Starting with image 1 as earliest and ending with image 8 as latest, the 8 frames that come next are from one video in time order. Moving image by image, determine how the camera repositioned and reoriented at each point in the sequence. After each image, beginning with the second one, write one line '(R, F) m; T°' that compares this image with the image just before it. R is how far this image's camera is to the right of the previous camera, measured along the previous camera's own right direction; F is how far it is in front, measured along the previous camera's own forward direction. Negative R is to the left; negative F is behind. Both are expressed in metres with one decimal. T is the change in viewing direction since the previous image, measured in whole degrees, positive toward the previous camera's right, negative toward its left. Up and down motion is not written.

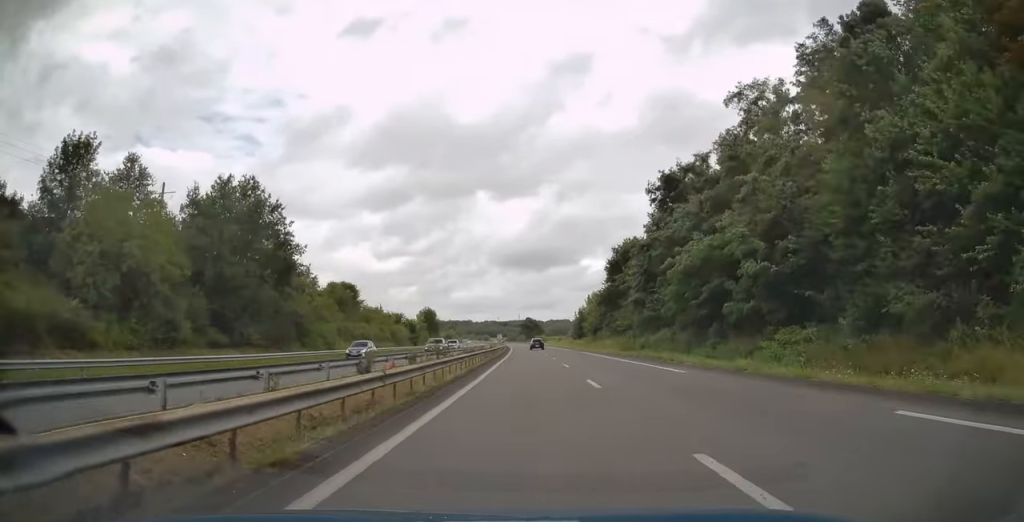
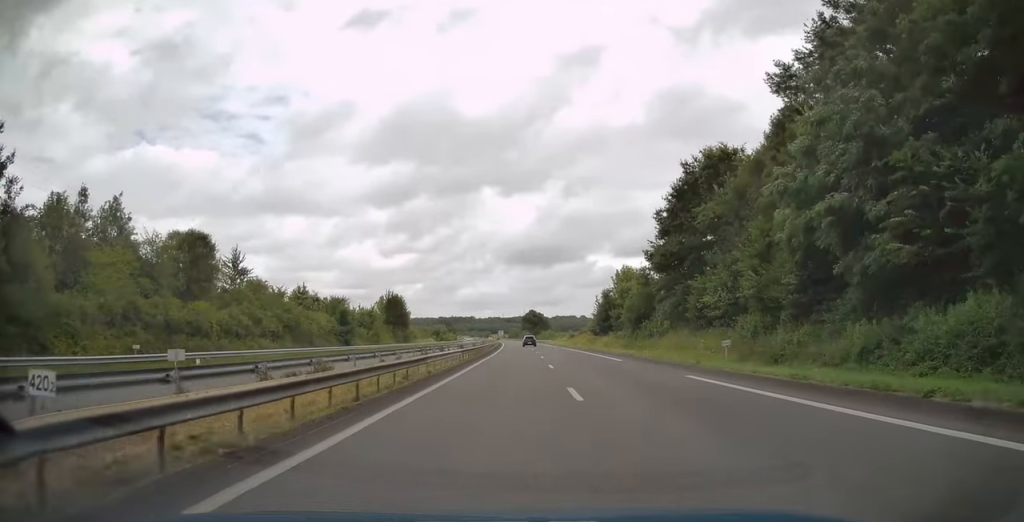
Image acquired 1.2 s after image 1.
(-0.3, +42.5) m; -1°
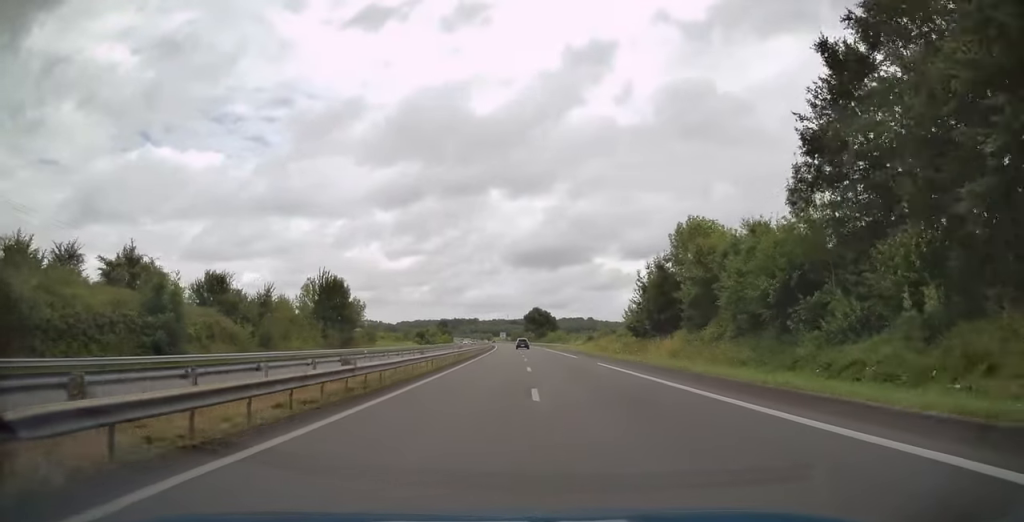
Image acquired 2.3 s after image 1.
(-0.2, +38.2) m; -1°
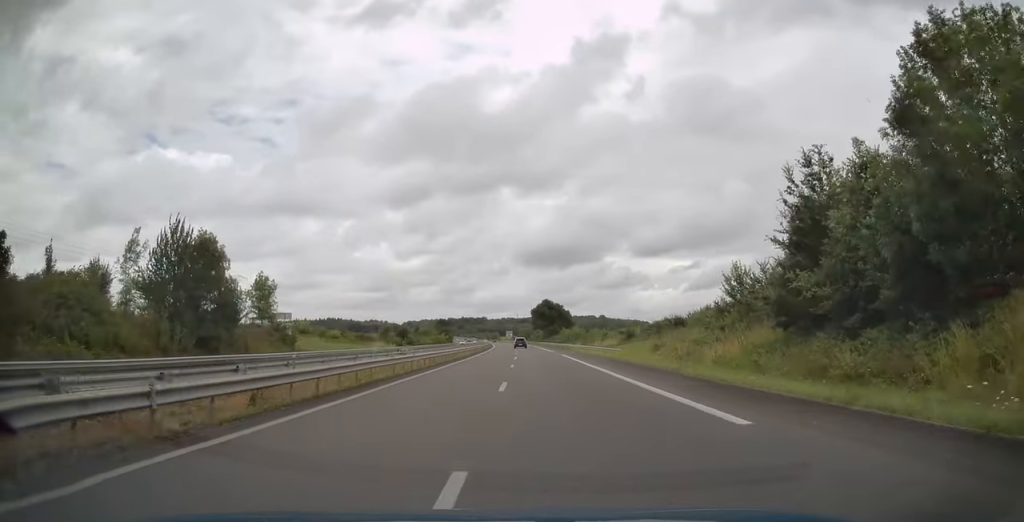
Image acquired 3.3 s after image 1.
(-0.3, +36.0) m; -1°
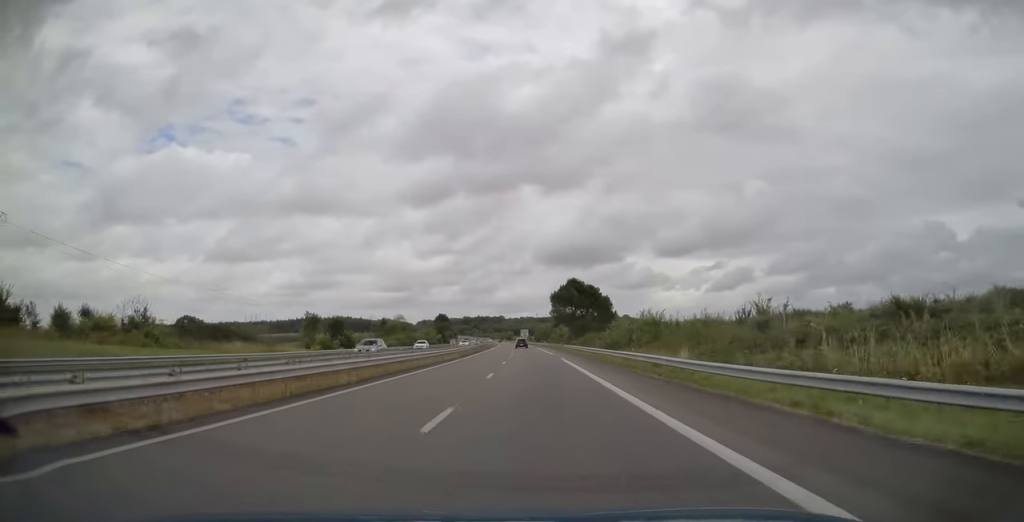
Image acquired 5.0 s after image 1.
(-1.2, +58.9) m; -2°
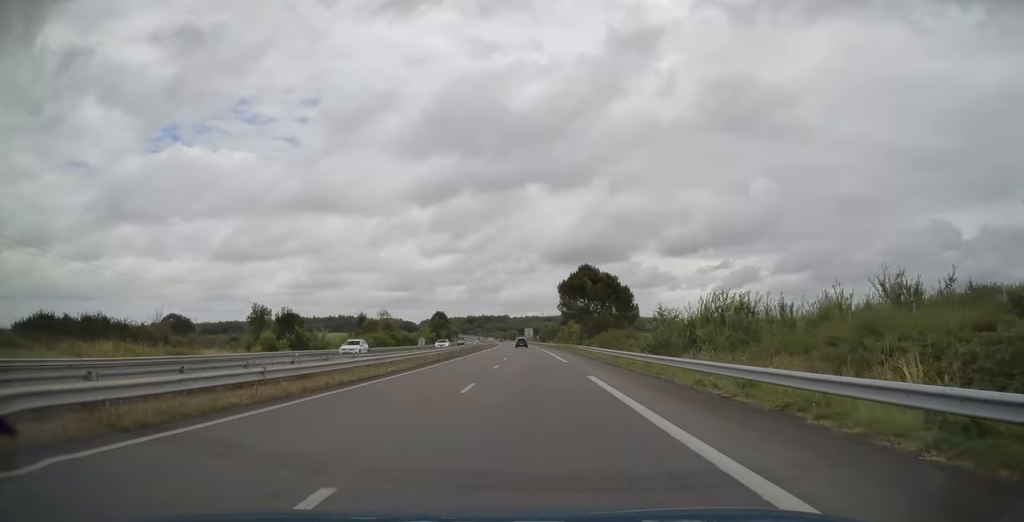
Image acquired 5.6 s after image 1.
(-0.1, +19.6) m; -1°
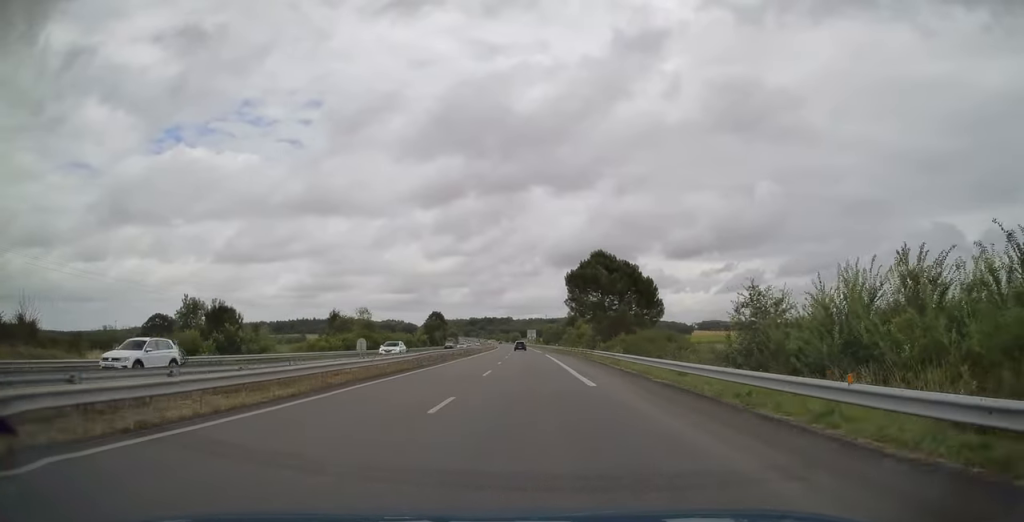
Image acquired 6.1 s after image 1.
(0.0, +16.7) m; 0°
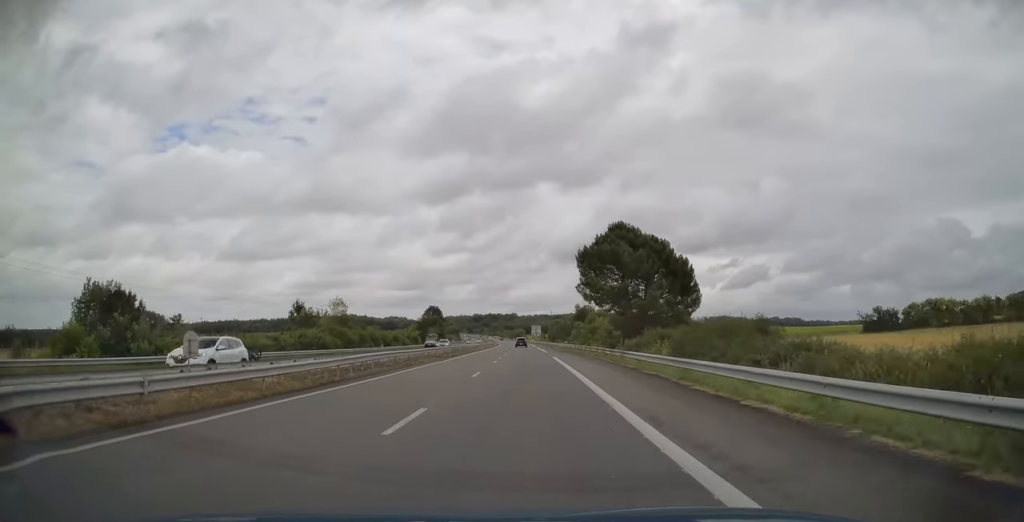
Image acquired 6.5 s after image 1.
(0.0, +16.1) m; 0°
